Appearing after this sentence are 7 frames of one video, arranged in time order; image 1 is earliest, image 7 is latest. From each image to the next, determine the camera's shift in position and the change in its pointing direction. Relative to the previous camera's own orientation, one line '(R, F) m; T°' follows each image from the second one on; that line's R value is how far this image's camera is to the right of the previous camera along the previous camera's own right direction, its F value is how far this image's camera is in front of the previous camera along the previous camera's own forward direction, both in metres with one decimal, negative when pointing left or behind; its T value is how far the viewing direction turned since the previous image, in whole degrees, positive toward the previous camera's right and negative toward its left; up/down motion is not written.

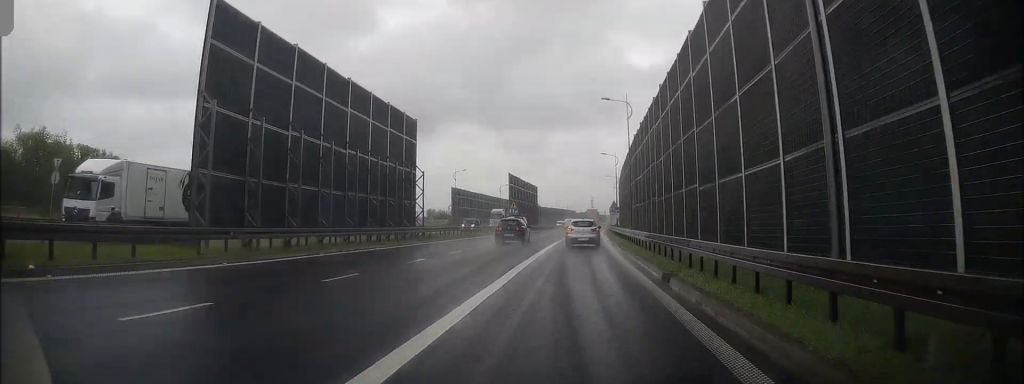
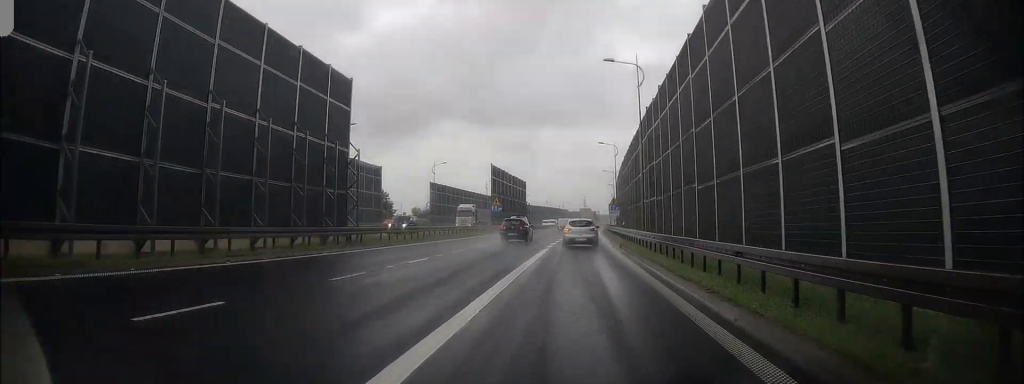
(+0.2, +11.8) m; +1°
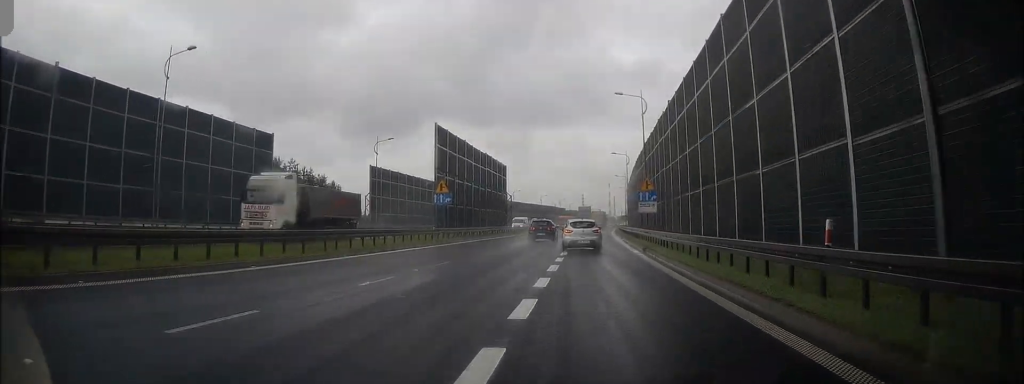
(+0.3, +30.3) m; 0°
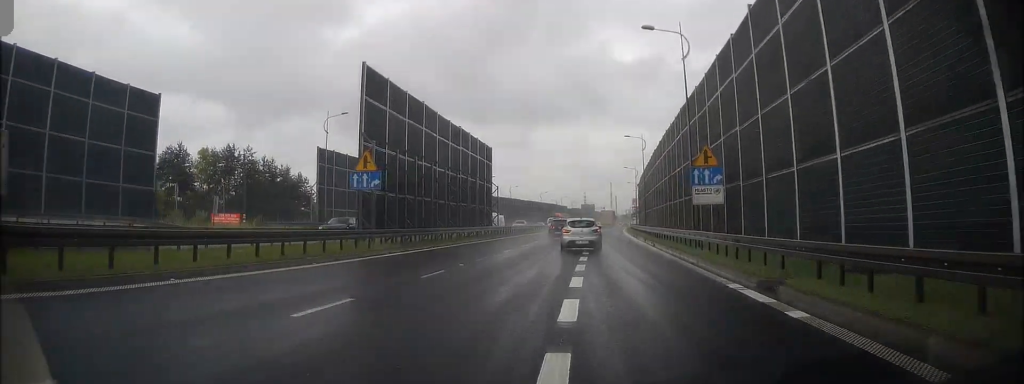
(0.0, +16.3) m; 0°
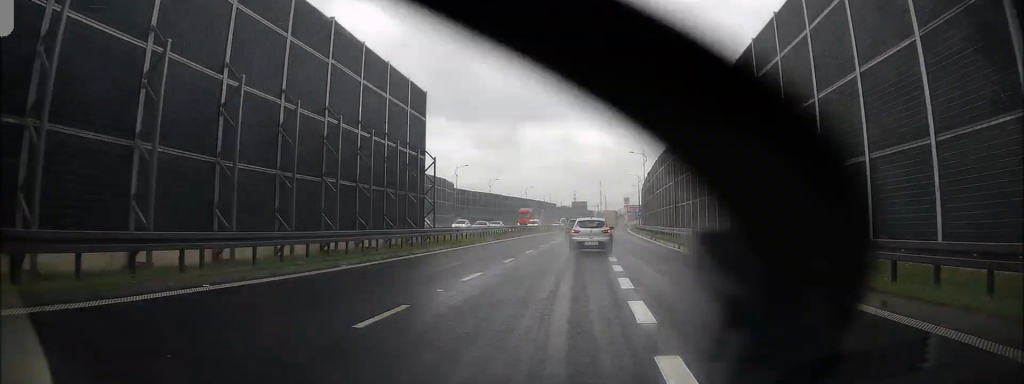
(+0.1, +24.5) m; +1°
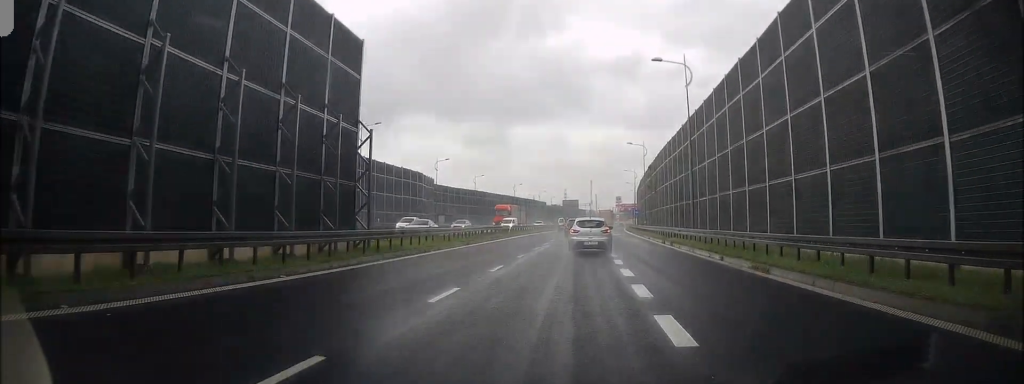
(0.0, +9.6) m; +1°
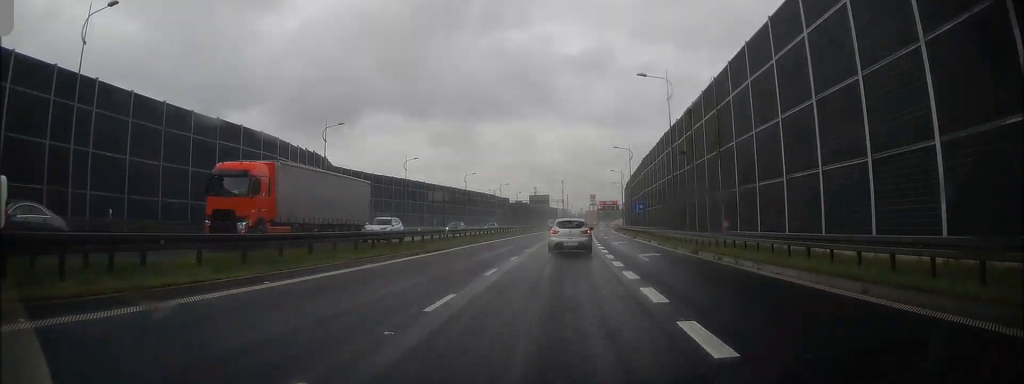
(+0.9, +36.9) m; +2°
